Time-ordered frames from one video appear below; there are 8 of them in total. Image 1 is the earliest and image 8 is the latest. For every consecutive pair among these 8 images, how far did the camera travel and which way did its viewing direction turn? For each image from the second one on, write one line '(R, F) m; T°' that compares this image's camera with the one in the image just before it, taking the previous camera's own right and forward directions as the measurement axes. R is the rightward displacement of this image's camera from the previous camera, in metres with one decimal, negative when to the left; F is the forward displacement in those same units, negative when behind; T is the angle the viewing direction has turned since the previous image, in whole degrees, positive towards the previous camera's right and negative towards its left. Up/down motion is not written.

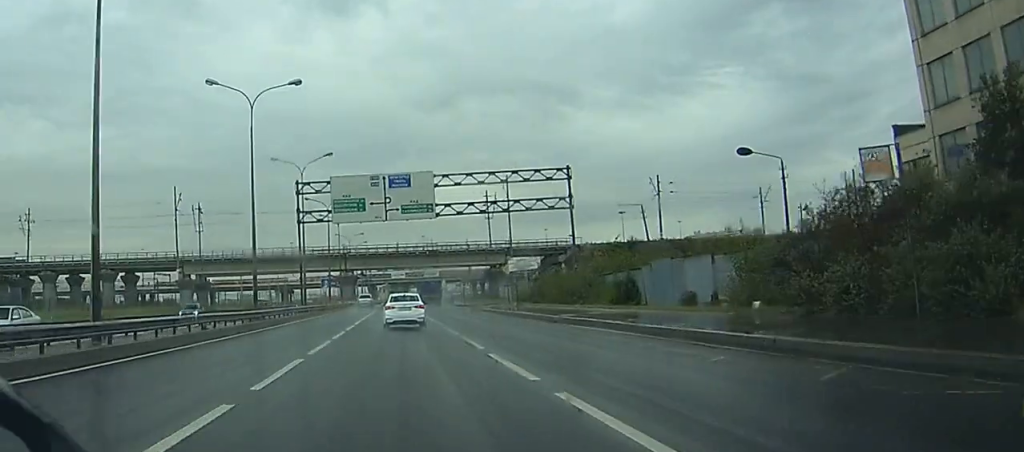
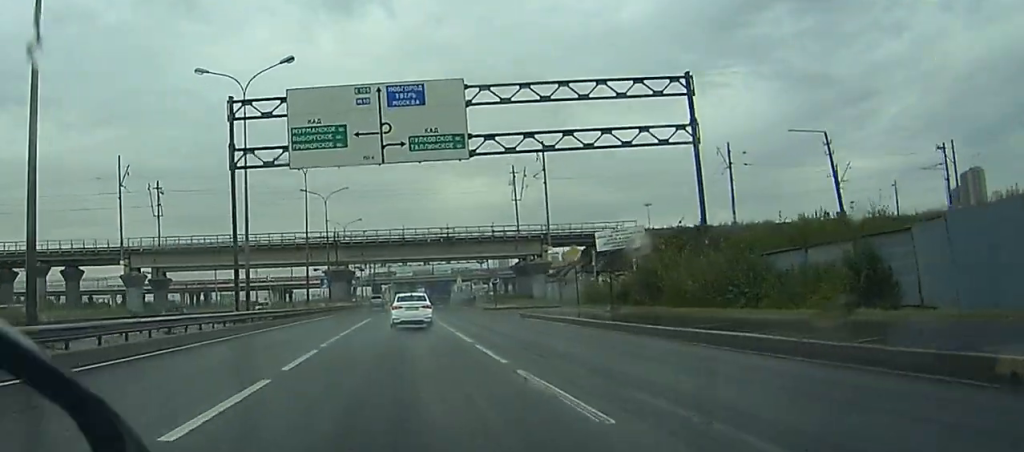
(-0.1, +29.1) m; 0°
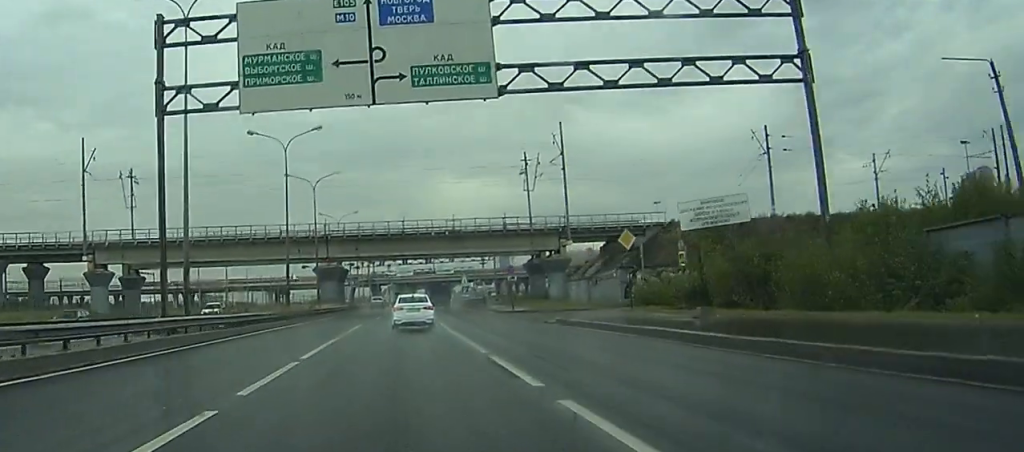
(+0.1, +12.2) m; 0°
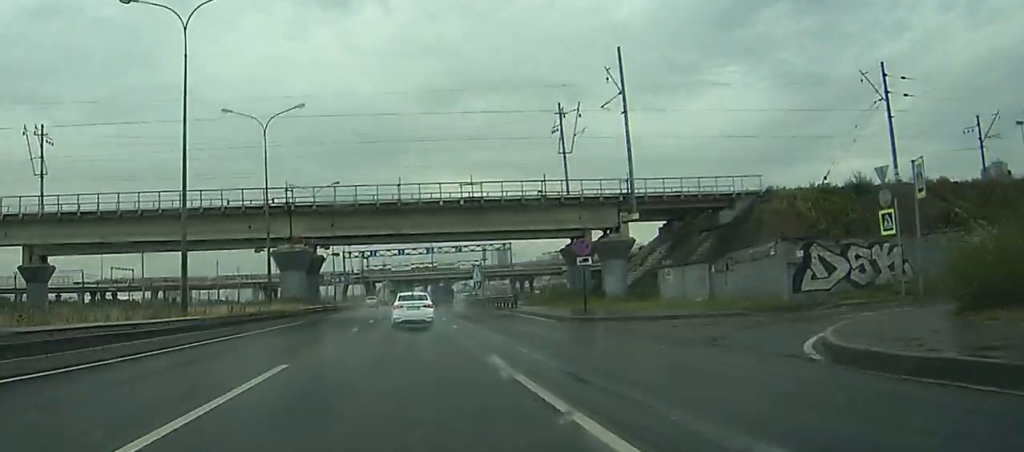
(-0.2, +27.4) m; 0°
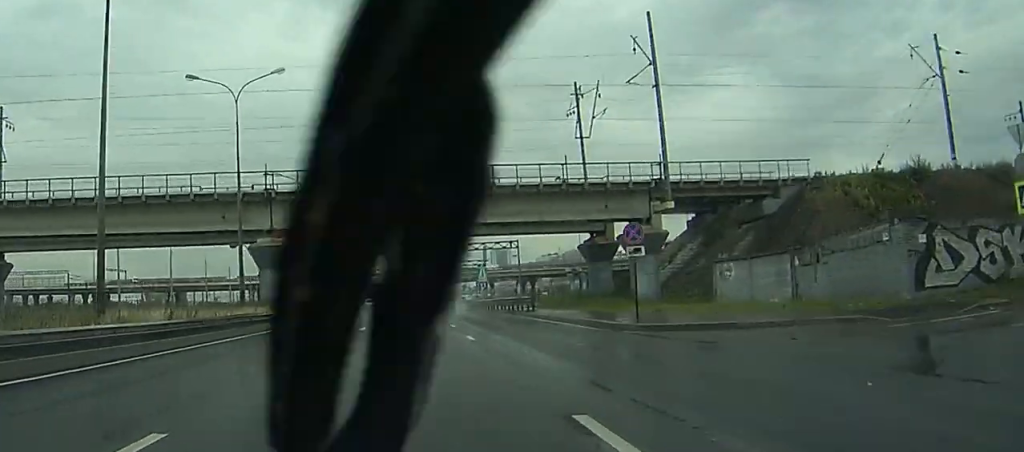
(0.0, +8.8) m; +1°
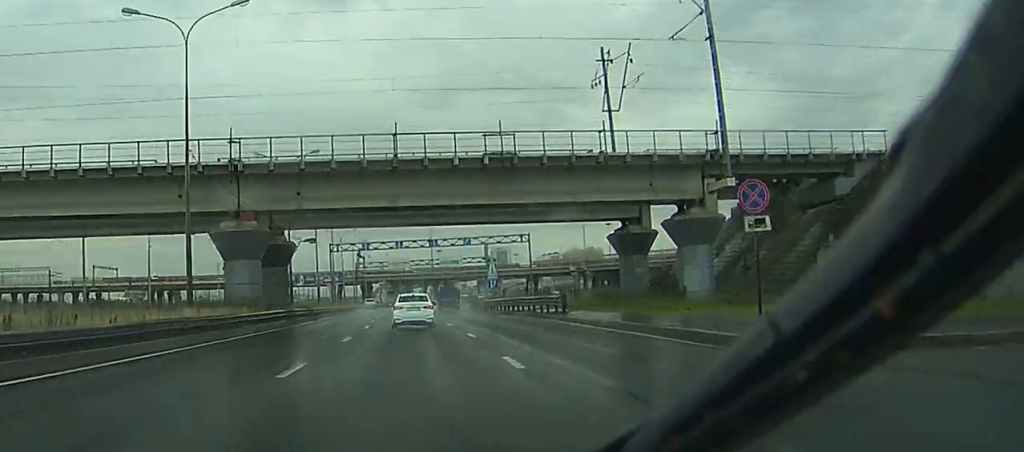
(+0.1, +10.6) m; 0°
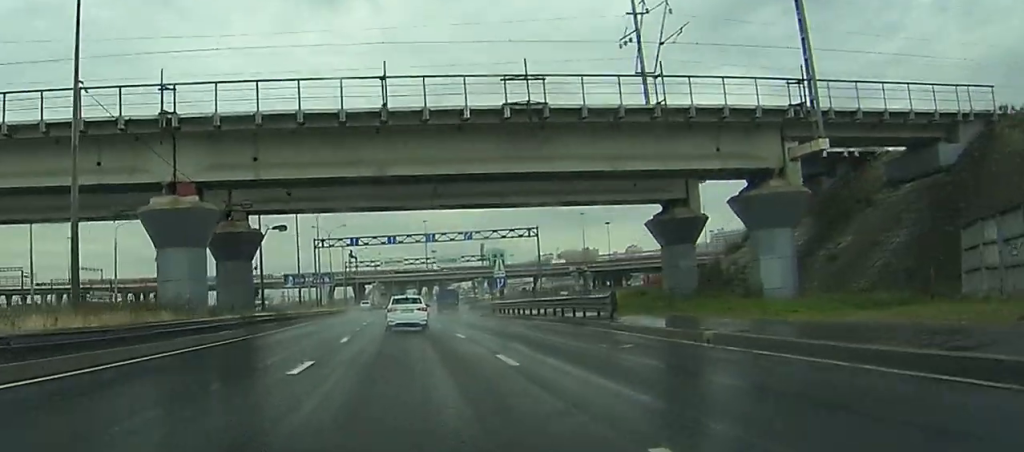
(+0.5, +11.2) m; -1°
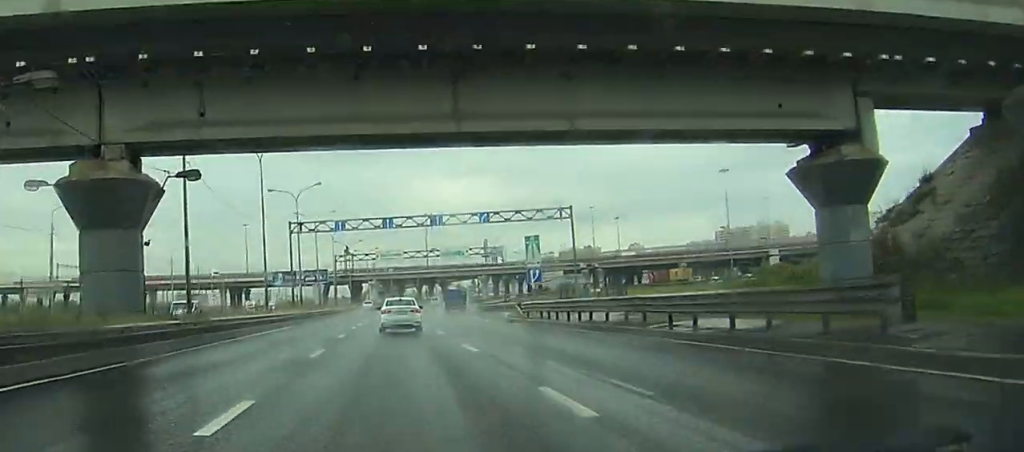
(-1.0, +19.2) m; -2°
